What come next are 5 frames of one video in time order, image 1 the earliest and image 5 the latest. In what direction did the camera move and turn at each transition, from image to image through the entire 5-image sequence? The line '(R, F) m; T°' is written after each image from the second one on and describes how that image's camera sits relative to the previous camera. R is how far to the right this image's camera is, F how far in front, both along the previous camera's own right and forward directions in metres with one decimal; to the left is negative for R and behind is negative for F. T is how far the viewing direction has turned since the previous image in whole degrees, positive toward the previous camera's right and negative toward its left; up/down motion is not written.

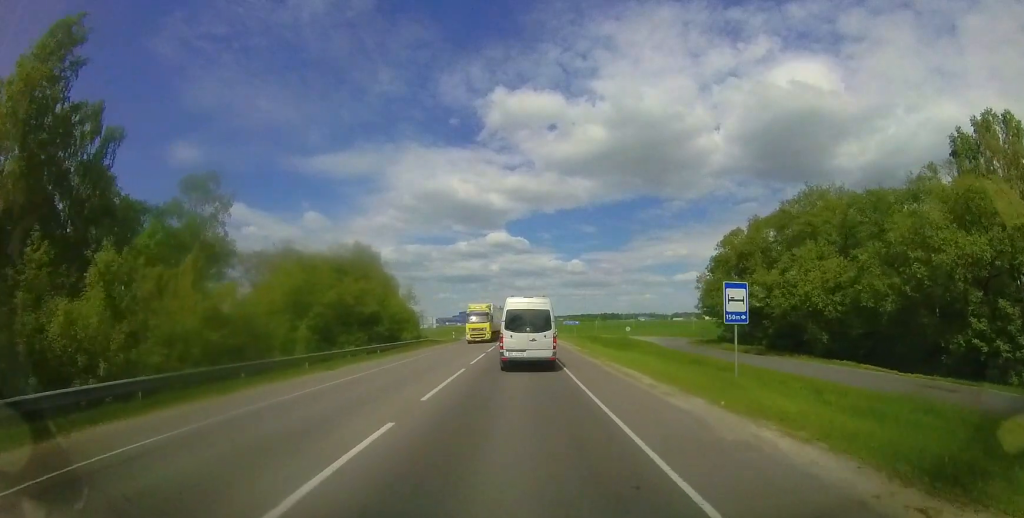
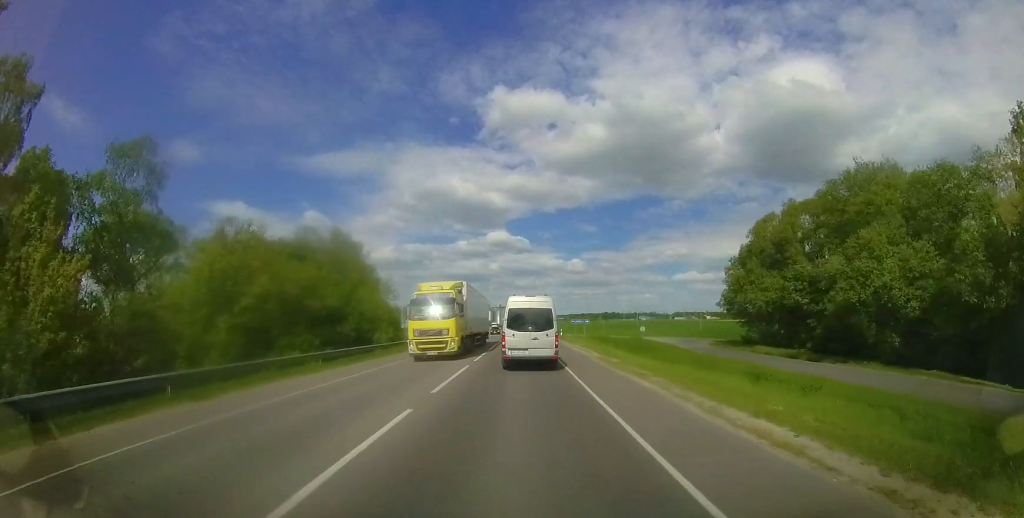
(-0.1, +7.1) m; -1°
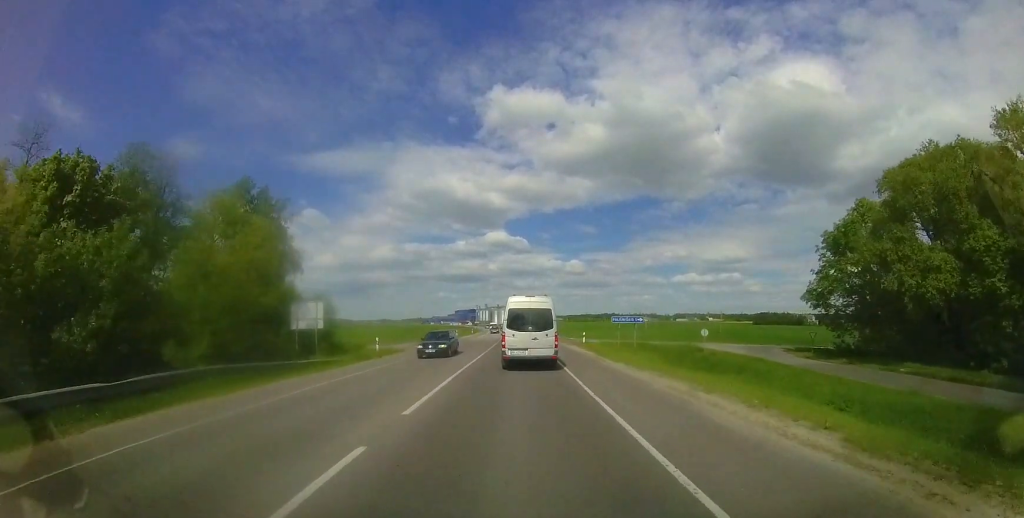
(-0.4, +19.2) m; -2°
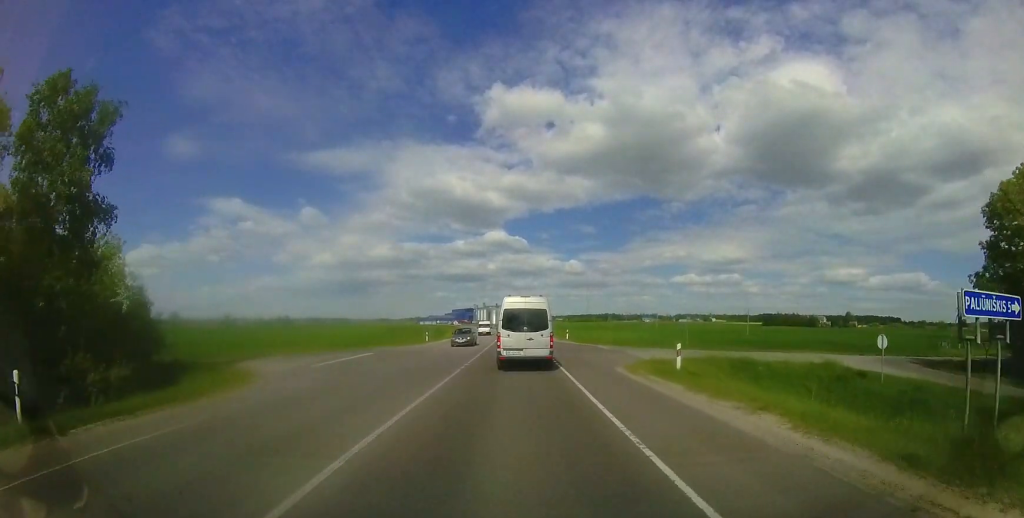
(+0.3, +18.5) m; +2°
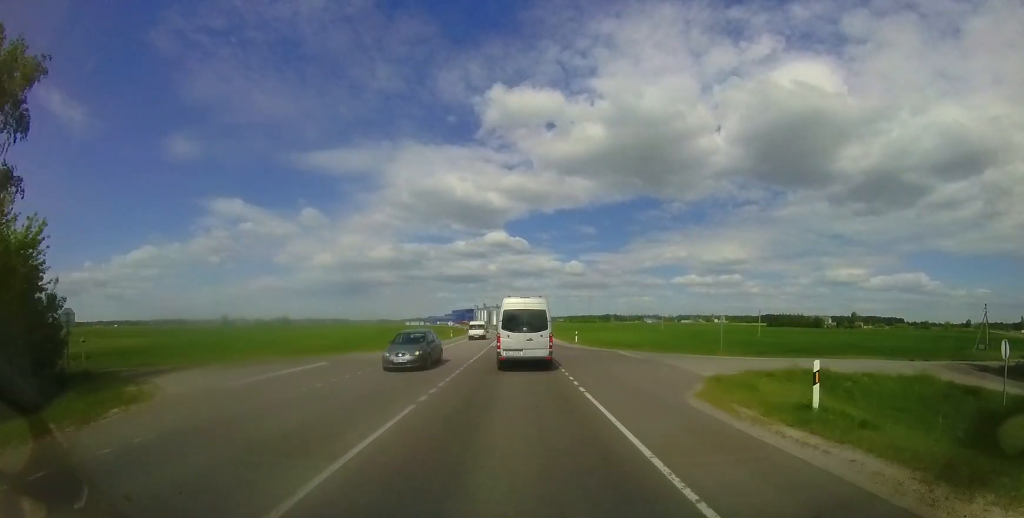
(0.0, +5.8) m; 0°
